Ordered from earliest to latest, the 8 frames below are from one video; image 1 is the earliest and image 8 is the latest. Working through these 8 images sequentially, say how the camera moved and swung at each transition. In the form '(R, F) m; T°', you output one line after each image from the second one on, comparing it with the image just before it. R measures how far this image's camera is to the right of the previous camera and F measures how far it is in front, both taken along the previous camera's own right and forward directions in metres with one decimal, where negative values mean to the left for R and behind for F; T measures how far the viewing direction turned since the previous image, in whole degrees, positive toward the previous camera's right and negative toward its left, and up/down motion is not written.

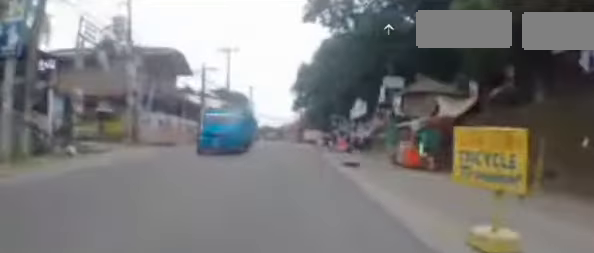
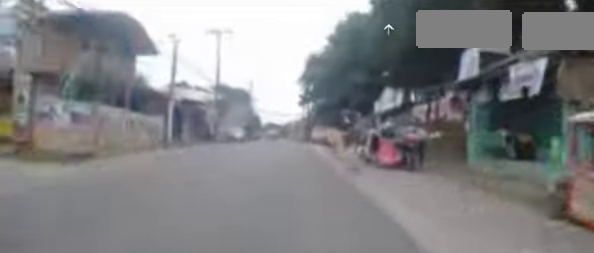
(+0.2, +9.9) m; 0°
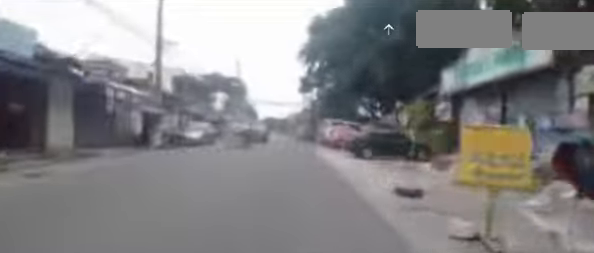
(-0.2, +16.1) m; -1°
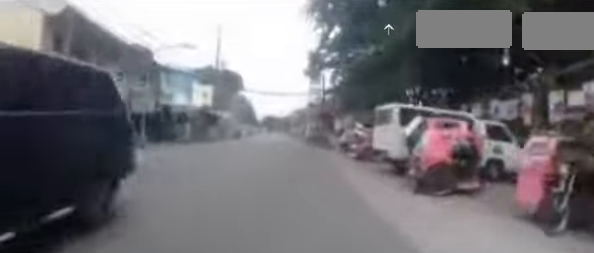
(0.0, +16.4) m; -1°
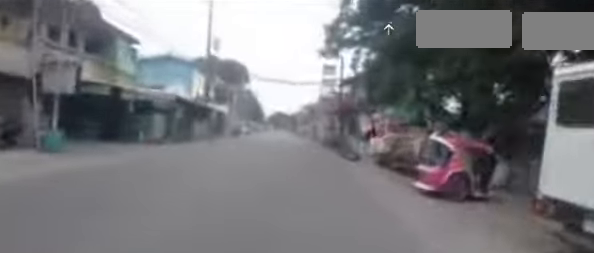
(0.0, +7.3) m; -1°
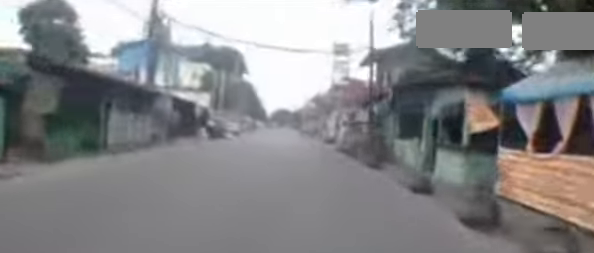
(-0.3, +11.3) m; -2°
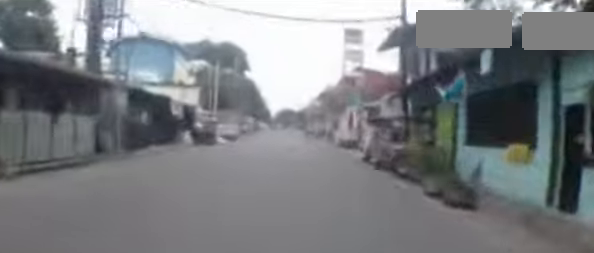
(0.0, +5.1) m; 0°
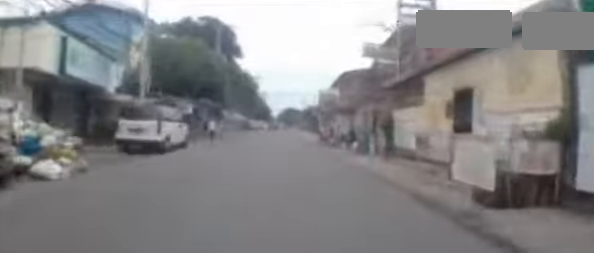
(0.0, +17.2) m; -1°
